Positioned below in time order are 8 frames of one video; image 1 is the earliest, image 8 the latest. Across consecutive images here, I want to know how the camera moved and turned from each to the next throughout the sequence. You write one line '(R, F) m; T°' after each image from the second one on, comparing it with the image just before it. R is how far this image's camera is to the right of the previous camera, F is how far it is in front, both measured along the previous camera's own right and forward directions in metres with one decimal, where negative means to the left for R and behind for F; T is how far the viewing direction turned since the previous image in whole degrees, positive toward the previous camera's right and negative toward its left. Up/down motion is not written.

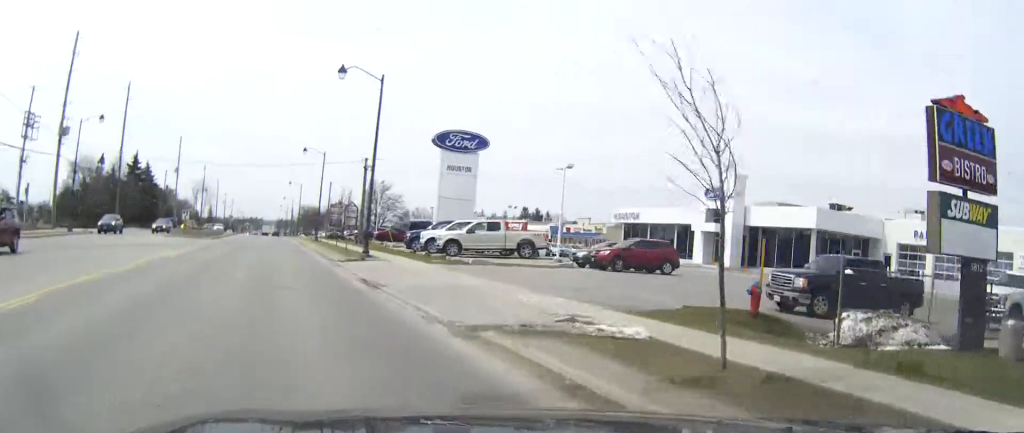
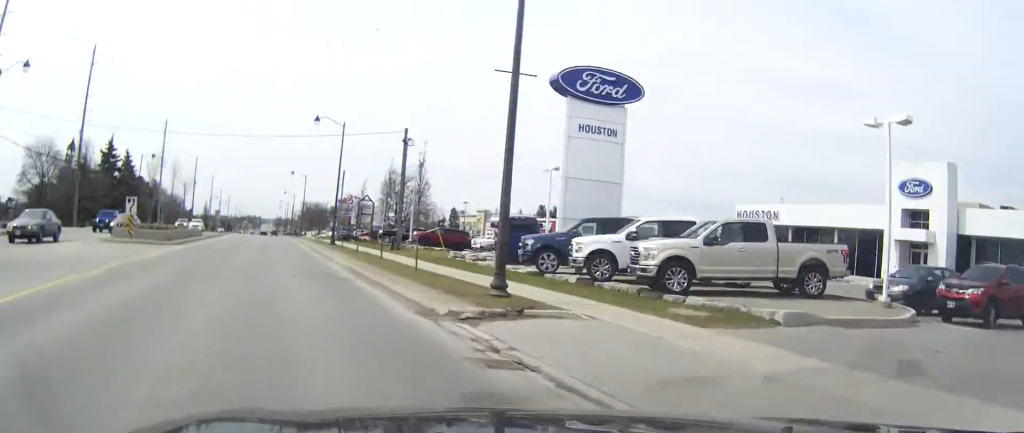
(0.0, +21.3) m; 0°
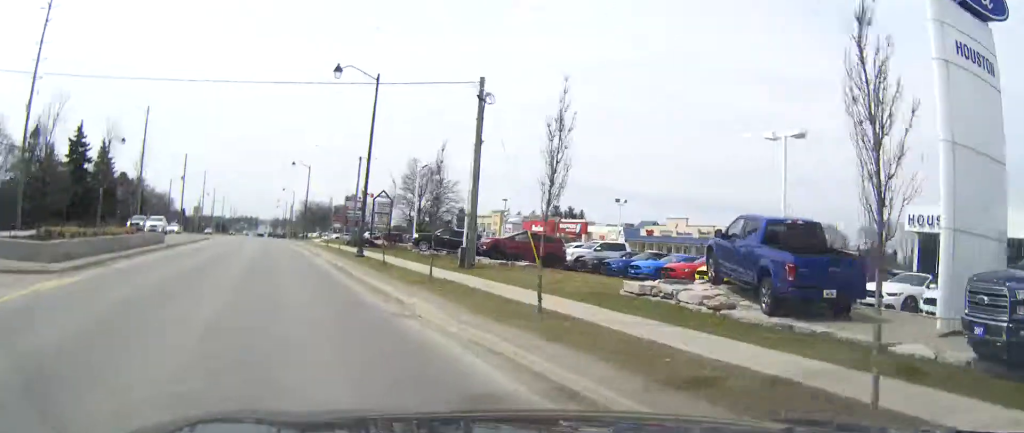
(0.0, +18.0) m; 0°
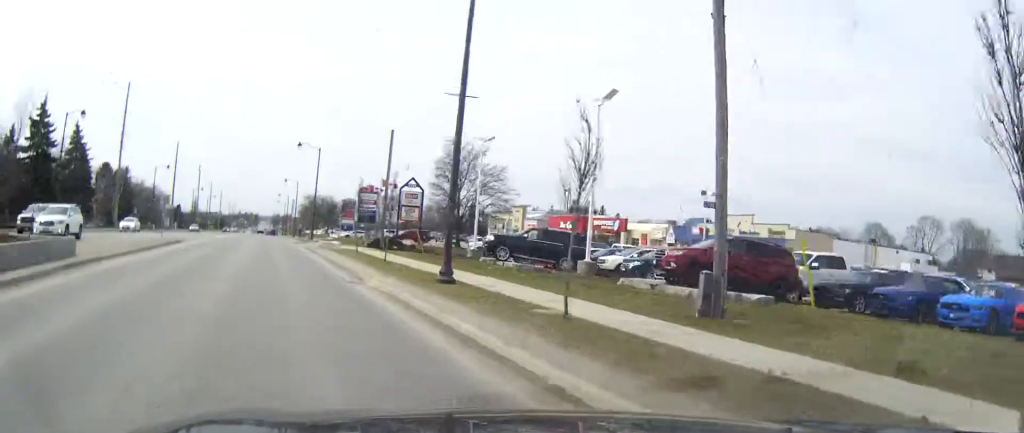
(+0.1, +17.4) m; 0°
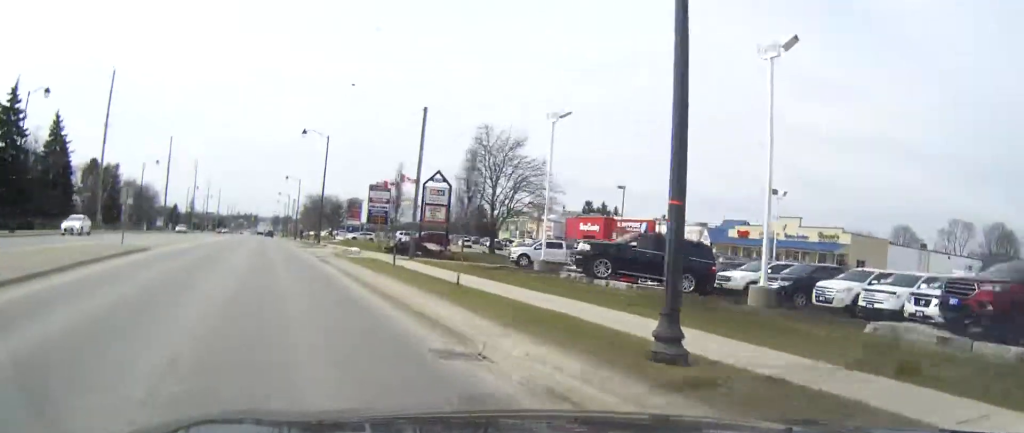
(0.0, +10.8) m; 0°
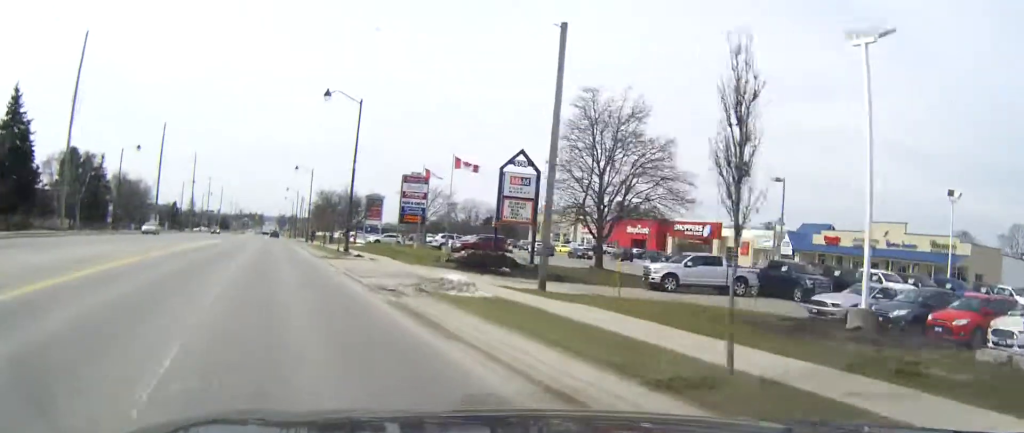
(-0.1, +18.7) m; -1°
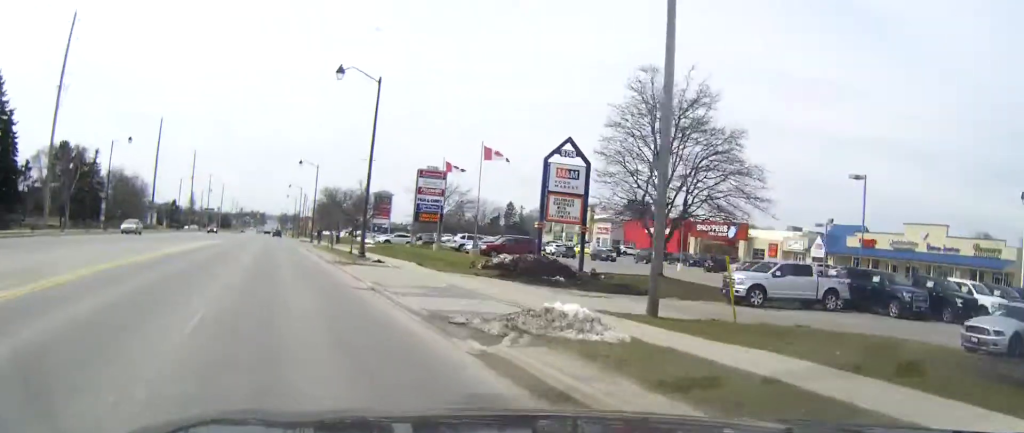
(0.0, +6.5) m; 0°
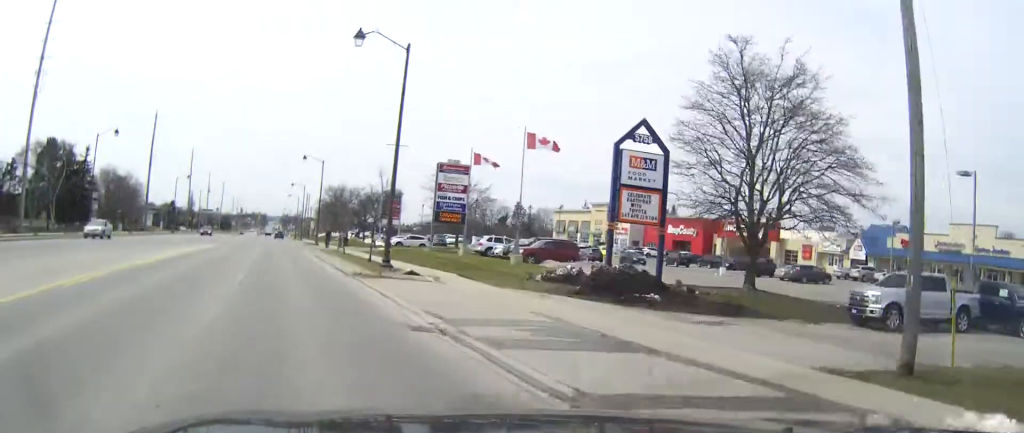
(0.0, +7.4) m; 0°
